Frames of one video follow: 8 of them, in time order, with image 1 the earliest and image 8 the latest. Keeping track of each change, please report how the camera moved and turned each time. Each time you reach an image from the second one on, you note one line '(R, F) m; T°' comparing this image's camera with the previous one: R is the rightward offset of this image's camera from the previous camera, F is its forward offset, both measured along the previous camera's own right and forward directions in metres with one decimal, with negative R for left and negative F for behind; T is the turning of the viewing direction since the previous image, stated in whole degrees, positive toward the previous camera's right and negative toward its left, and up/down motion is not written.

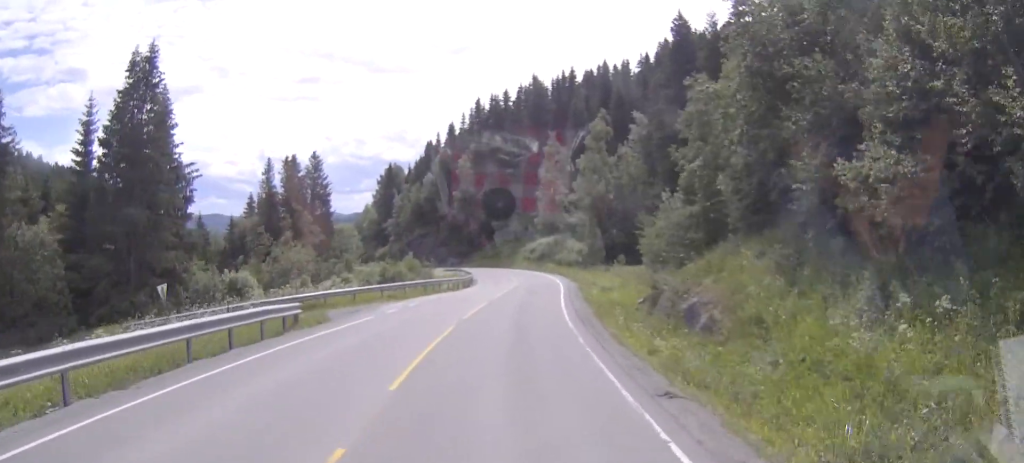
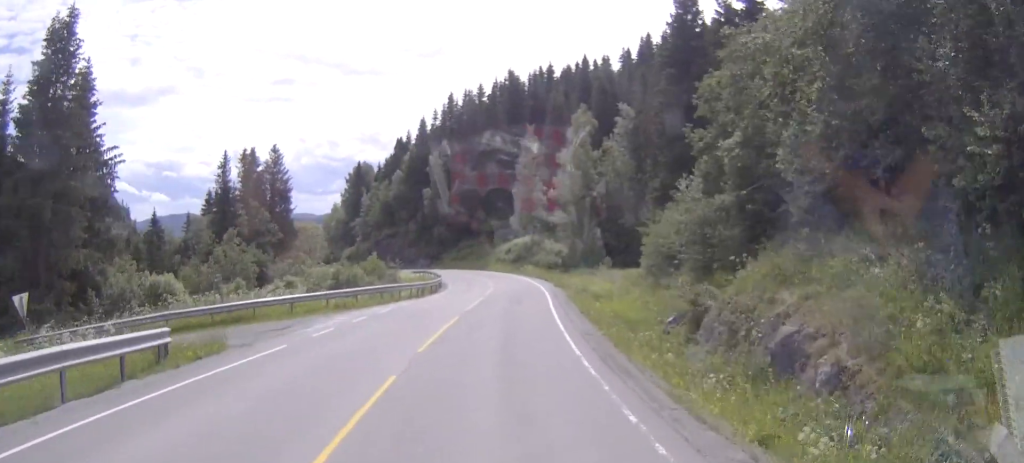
(+0.2, +7.5) m; +2°
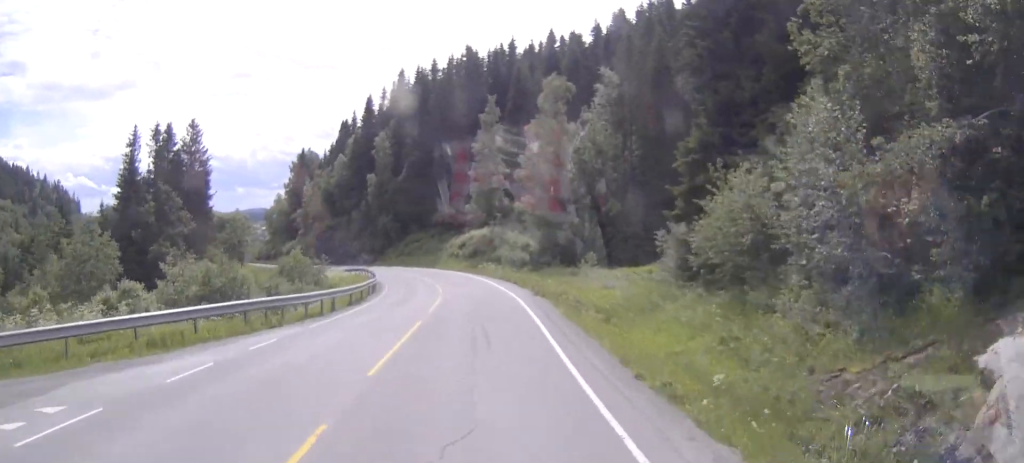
(+0.6, +15.0) m; +3°
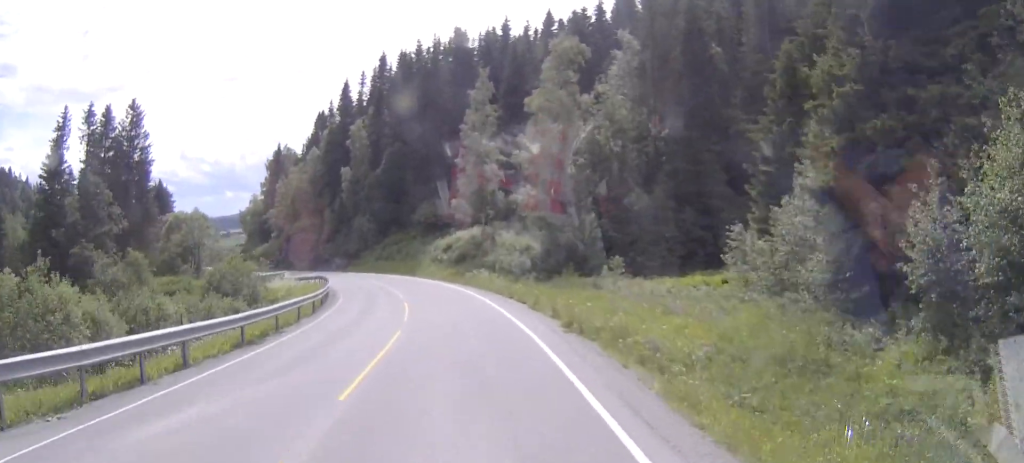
(+0.1, +13.8) m; 0°
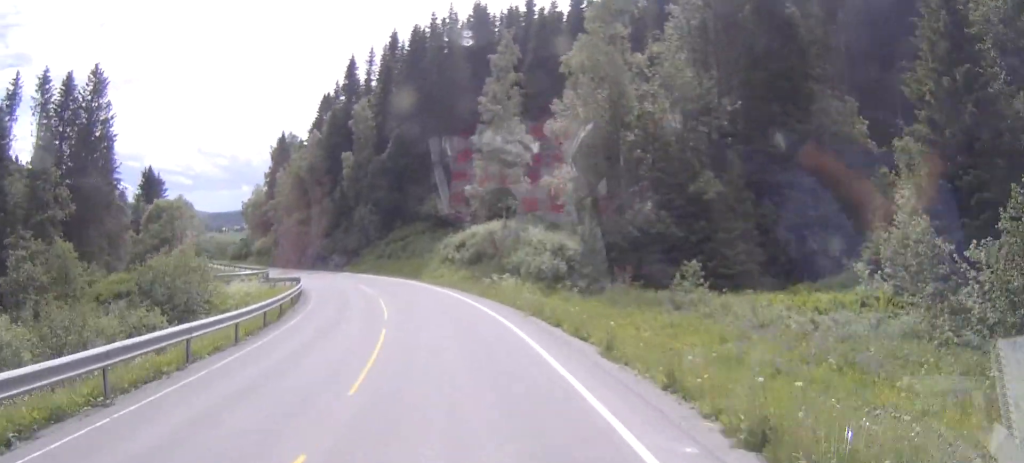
(+0.1, +11.2) m; -2°
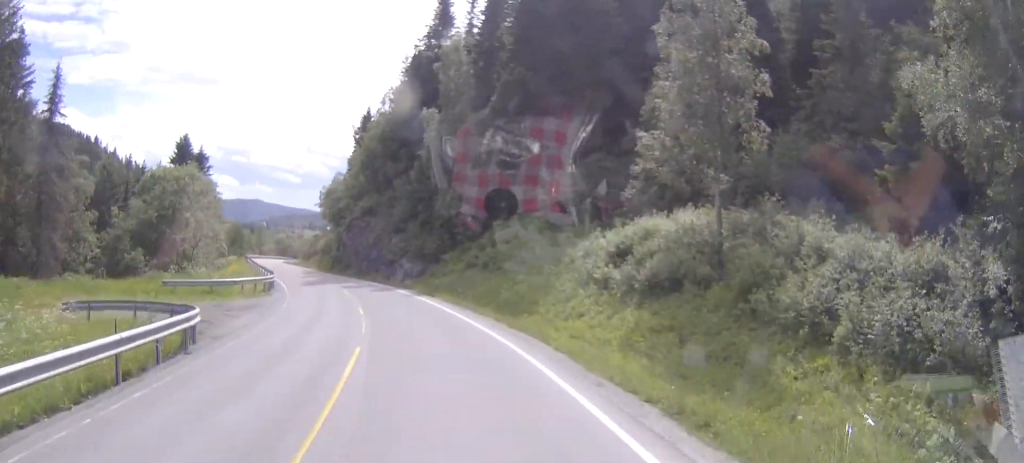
(-2.2, +28.2) m; -10°
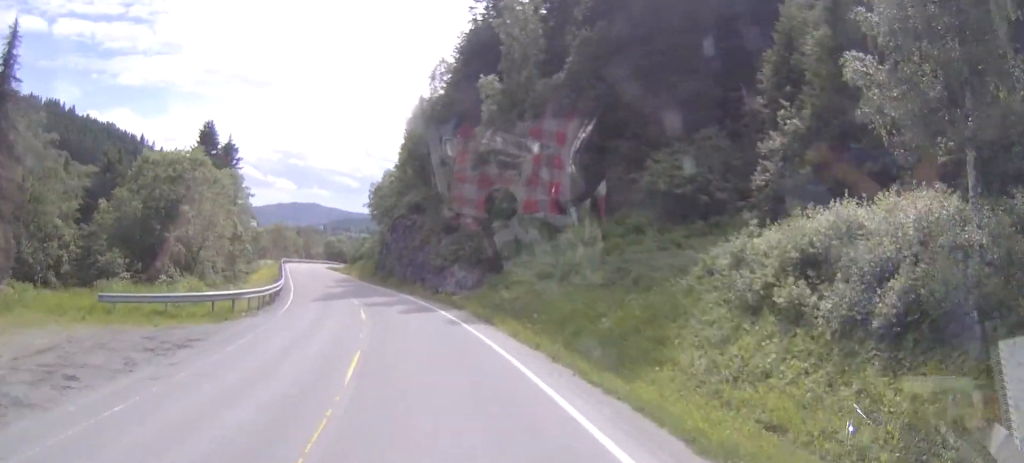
(-0.5, +11.6) m; -4°
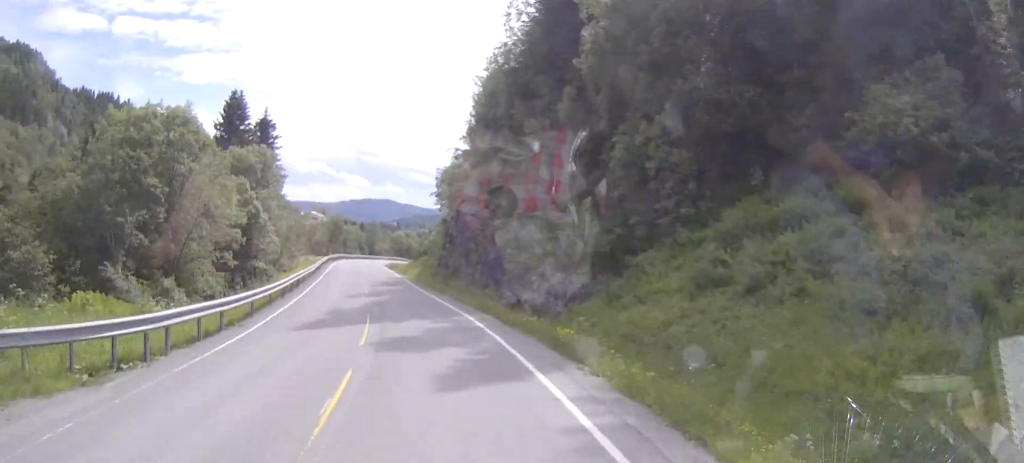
(-0.7, +15.2) m; -5°
